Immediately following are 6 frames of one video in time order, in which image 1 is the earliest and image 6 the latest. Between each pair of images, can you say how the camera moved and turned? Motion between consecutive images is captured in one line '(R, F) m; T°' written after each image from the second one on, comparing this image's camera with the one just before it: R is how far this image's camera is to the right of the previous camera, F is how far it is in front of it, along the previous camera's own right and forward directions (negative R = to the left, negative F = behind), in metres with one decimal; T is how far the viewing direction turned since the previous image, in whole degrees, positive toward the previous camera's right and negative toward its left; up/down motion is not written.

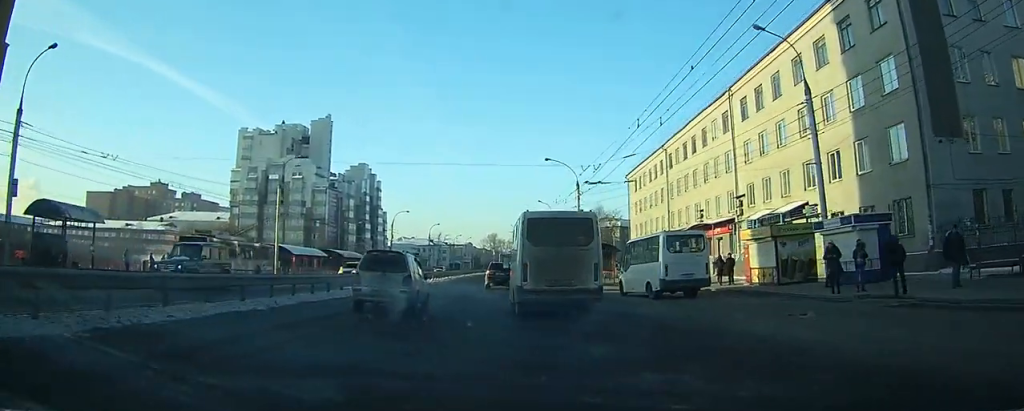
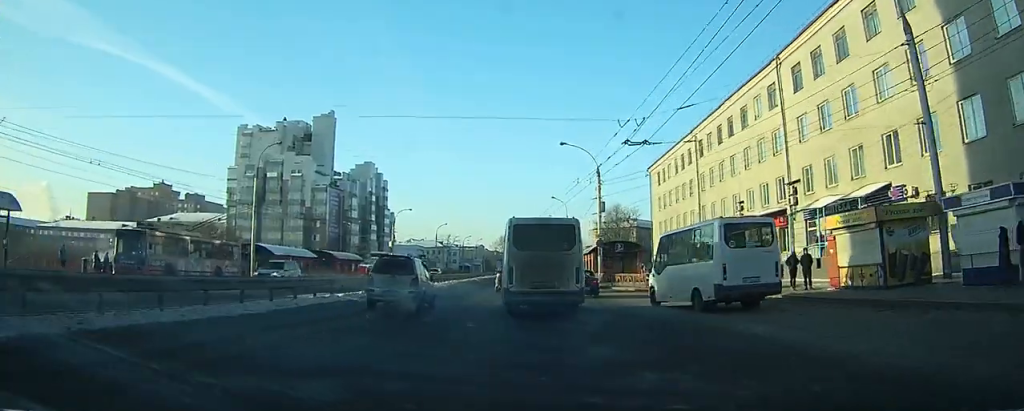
(0.0, +9.3) m; 0°
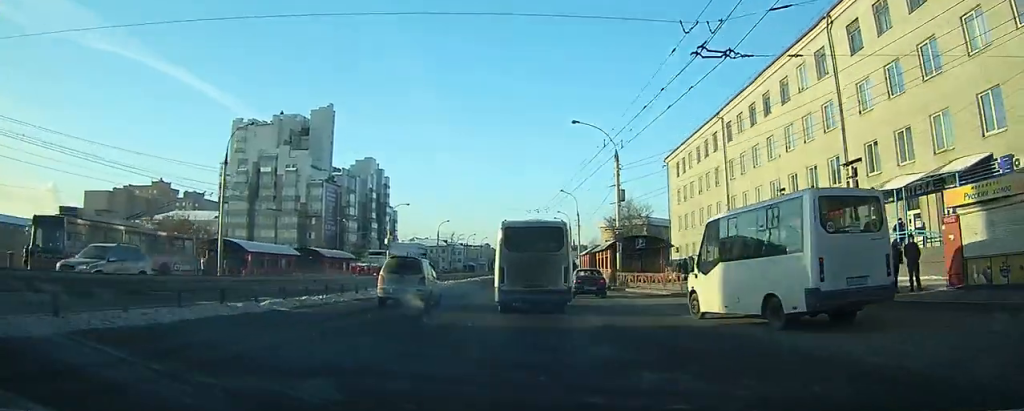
(0.0, +8.1) m; 0°
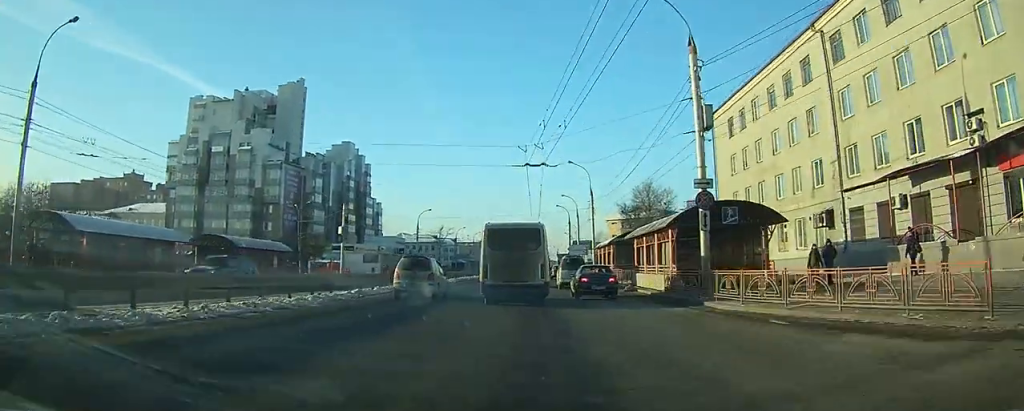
(+0.1, +22.5) m; 0°
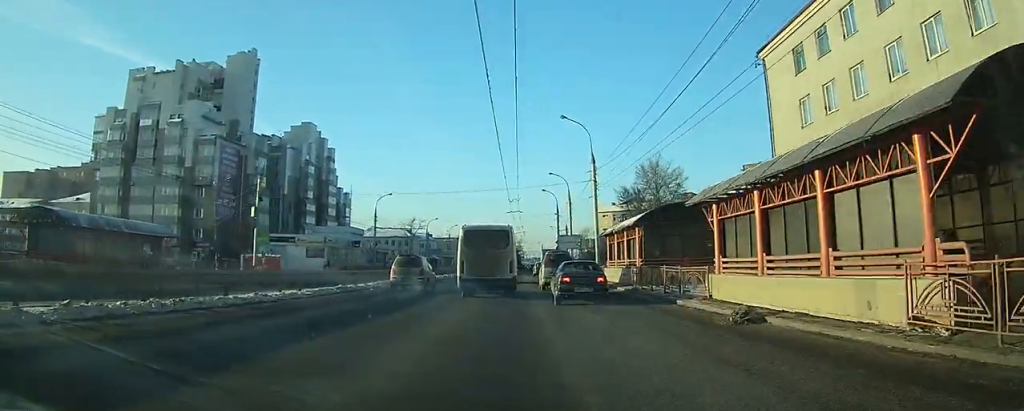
(-0.1, +18.6) m; -1°
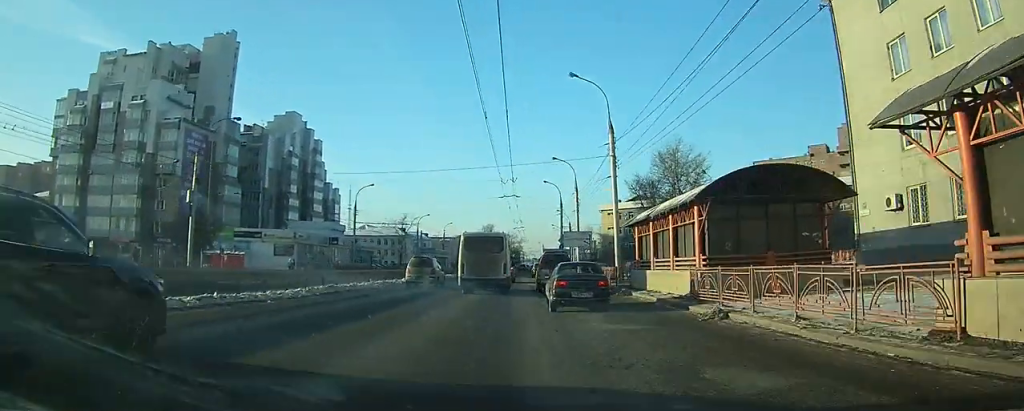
(-0.1, +11.3) m; 0°
